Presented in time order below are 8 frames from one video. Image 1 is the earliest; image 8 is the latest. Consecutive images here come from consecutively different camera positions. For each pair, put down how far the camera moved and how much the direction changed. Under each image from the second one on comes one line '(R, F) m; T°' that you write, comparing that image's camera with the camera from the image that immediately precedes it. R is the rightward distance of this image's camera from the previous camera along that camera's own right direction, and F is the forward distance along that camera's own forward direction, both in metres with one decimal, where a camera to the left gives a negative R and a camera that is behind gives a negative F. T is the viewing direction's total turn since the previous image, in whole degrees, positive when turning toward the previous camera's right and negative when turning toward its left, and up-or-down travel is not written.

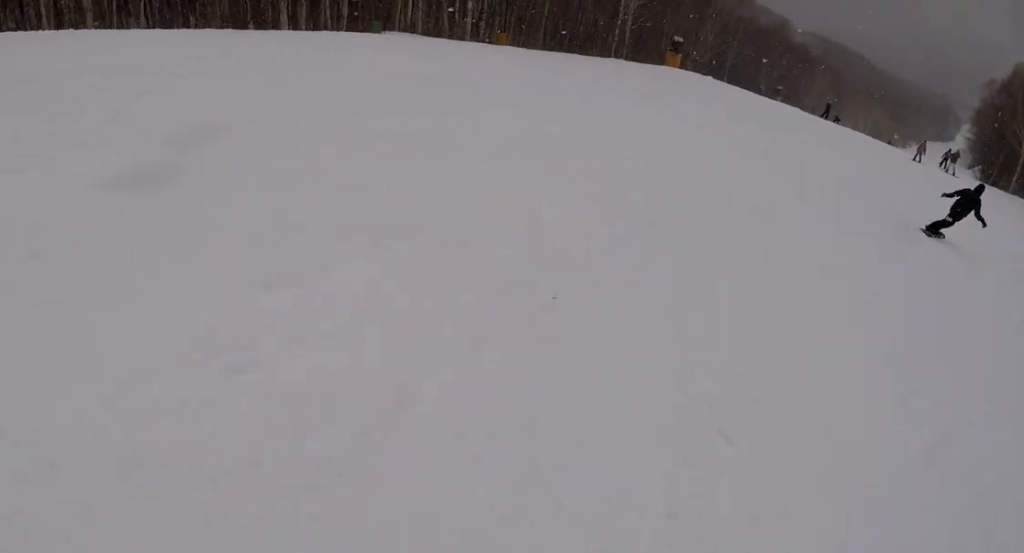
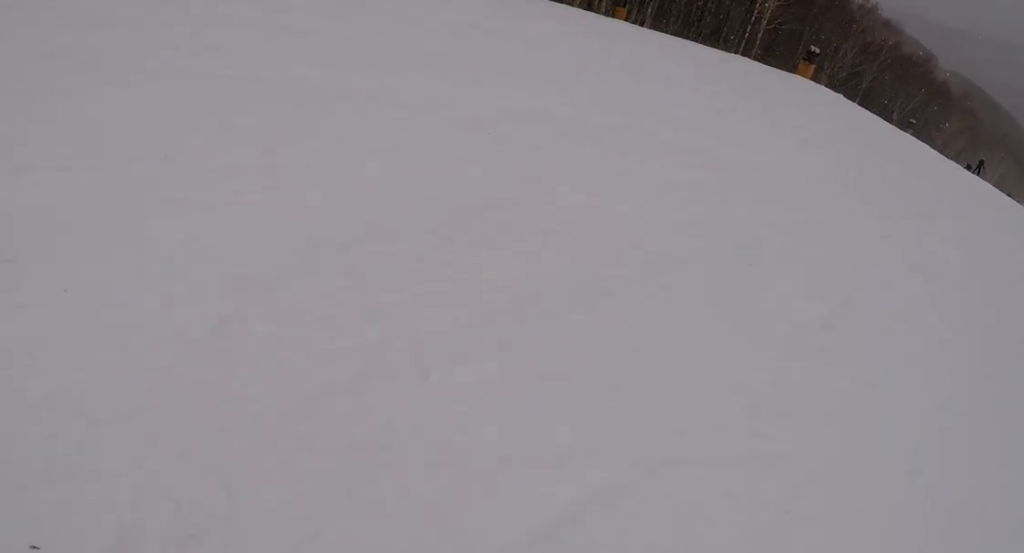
(-0.1, +2.9) m; +6°
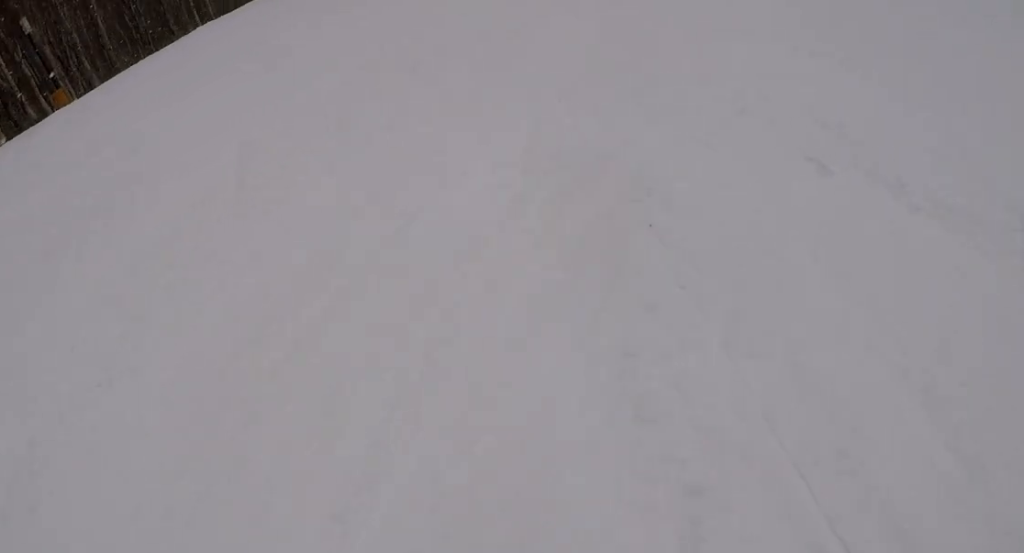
(+1.2, +6.9) m; +2°
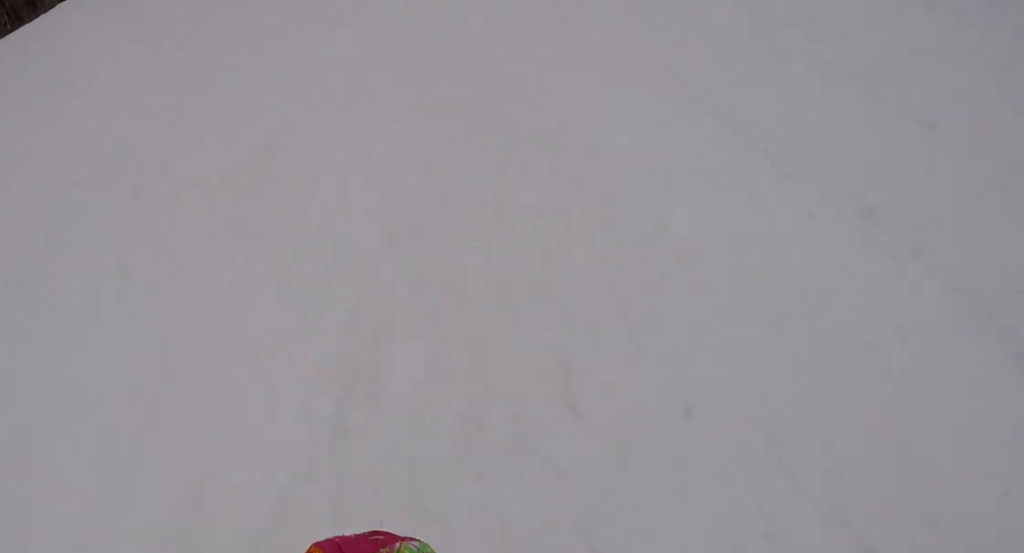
(-1.0, +4.0) m; -14°
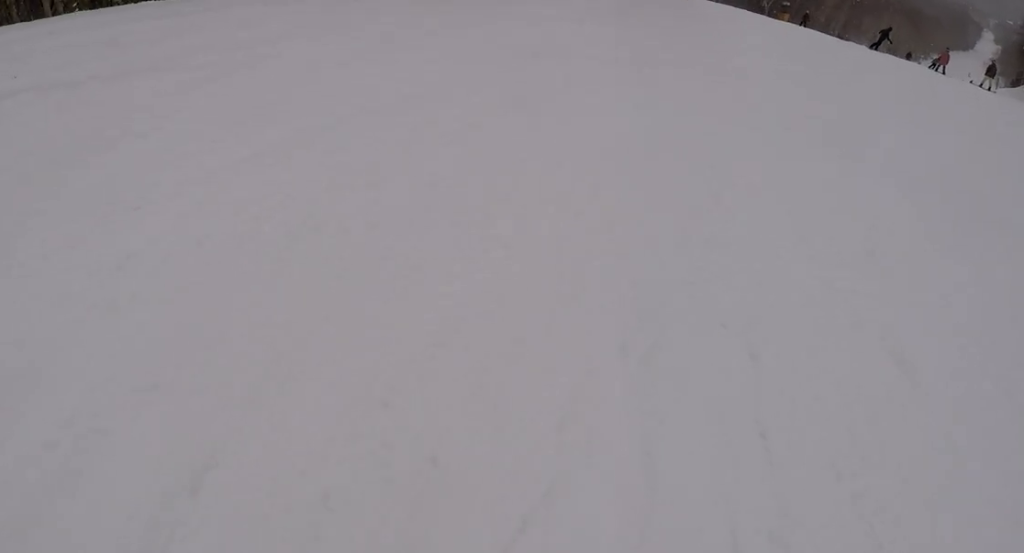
(+1.4, +6.7) m; +28°
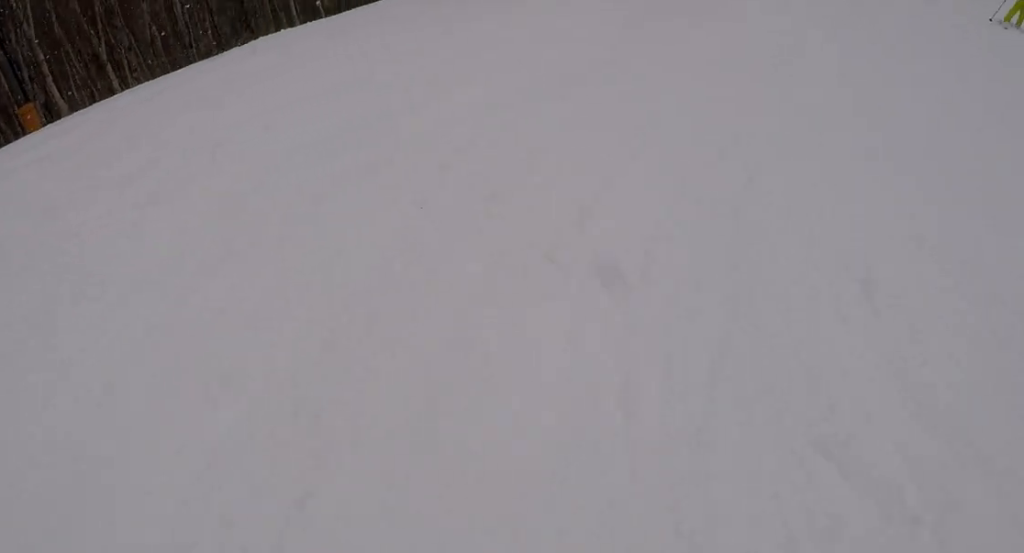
(+0.8, +3.5) m; +4°
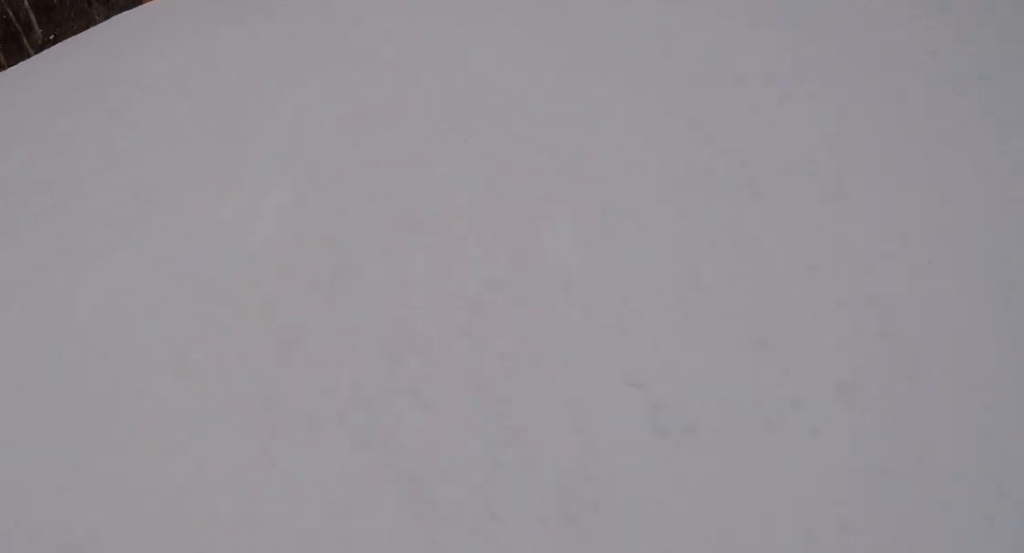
(-1.7, +6.5) m; -26°
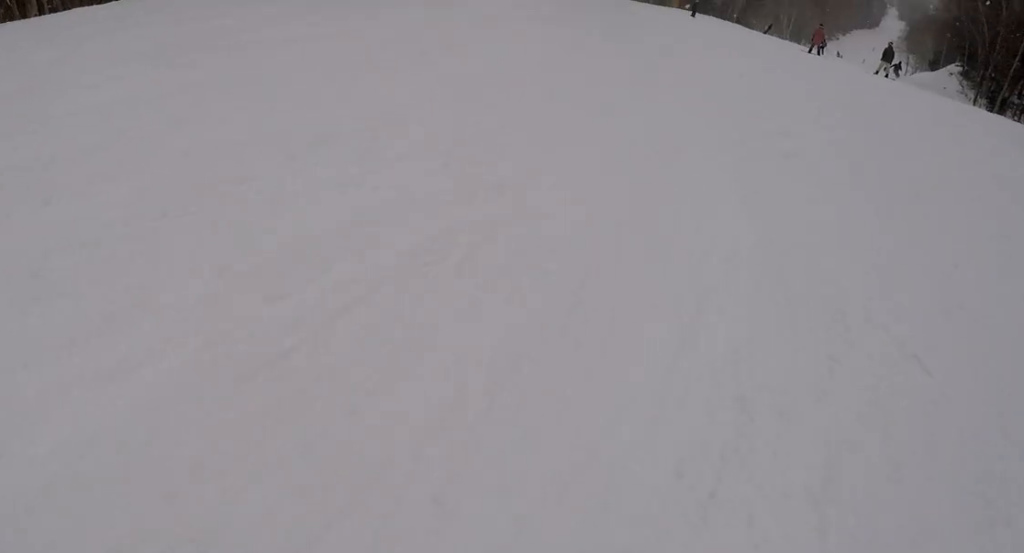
(-0.3, +2.5) m; -6°
